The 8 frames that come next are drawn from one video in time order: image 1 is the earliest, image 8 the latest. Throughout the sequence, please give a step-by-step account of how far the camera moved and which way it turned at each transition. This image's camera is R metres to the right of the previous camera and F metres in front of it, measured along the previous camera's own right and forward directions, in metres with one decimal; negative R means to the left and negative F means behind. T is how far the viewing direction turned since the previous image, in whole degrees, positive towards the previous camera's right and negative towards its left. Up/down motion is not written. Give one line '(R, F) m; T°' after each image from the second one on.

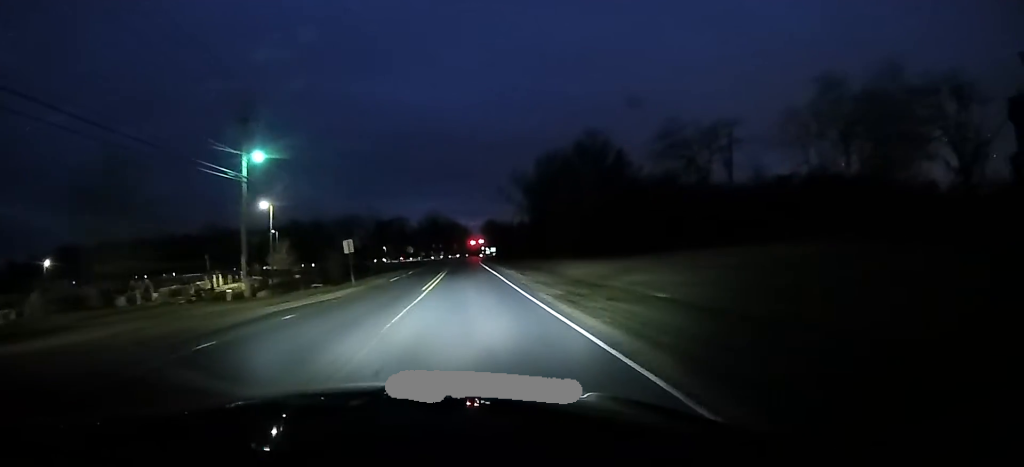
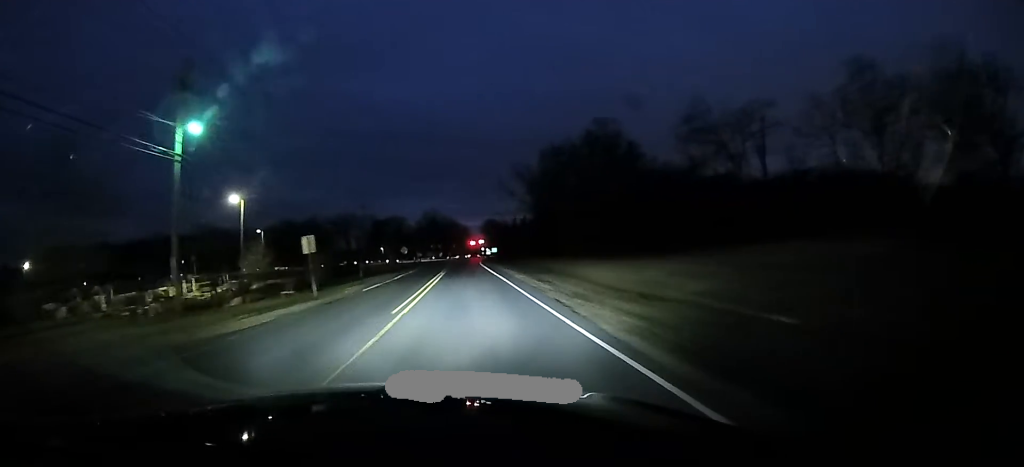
(-0.1, +7.9) m; 0°
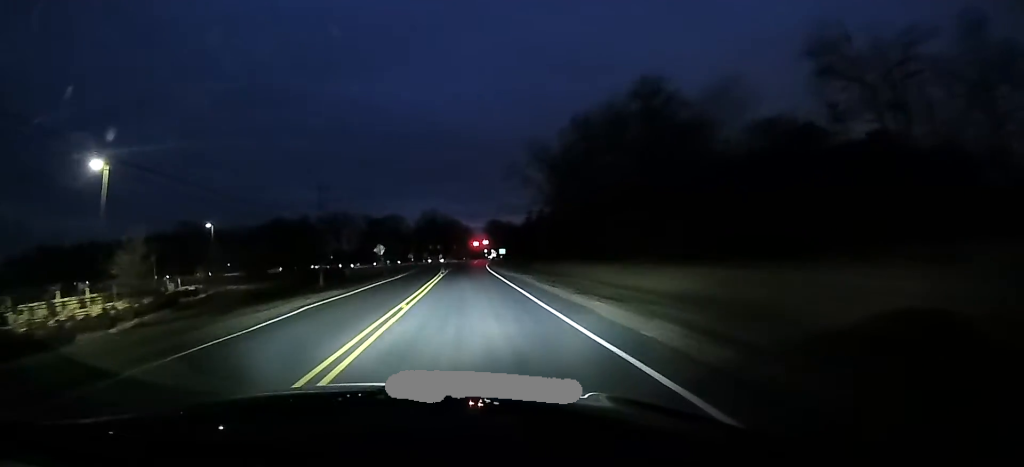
(0.0, +22.4) m; 0°
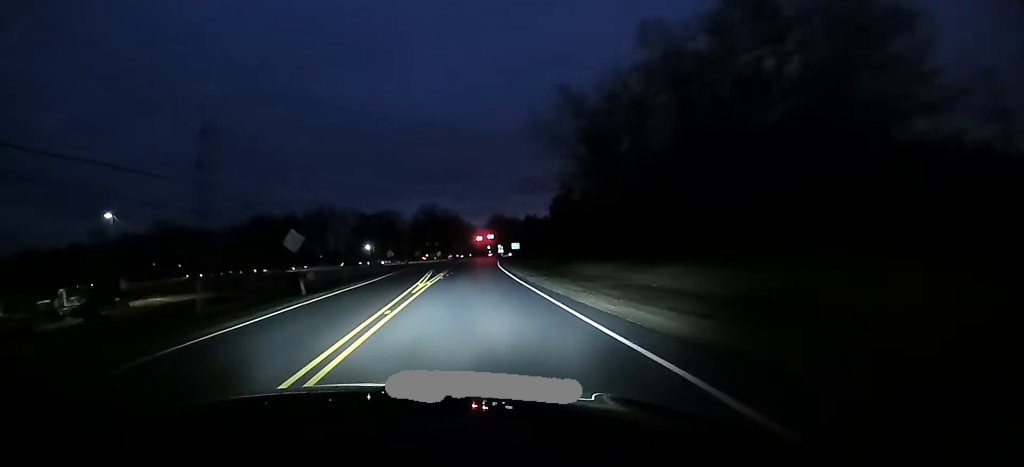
(+0.1, +26.8) m; 0°
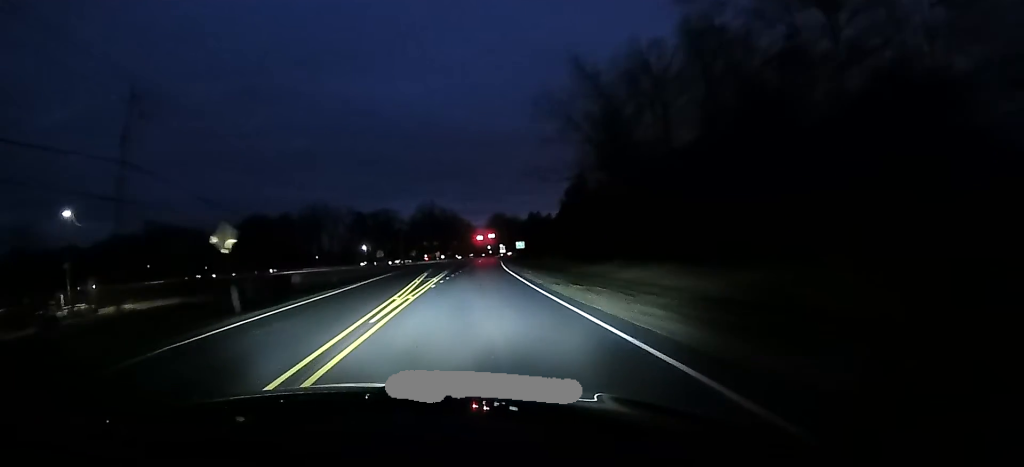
(0.0, +7.8) m; 0°
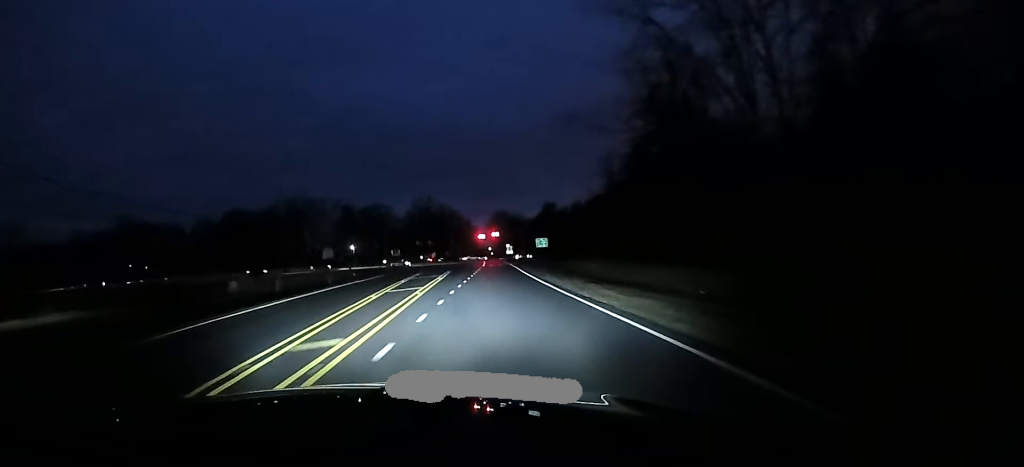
(-0.1, +22.6) m; 0°
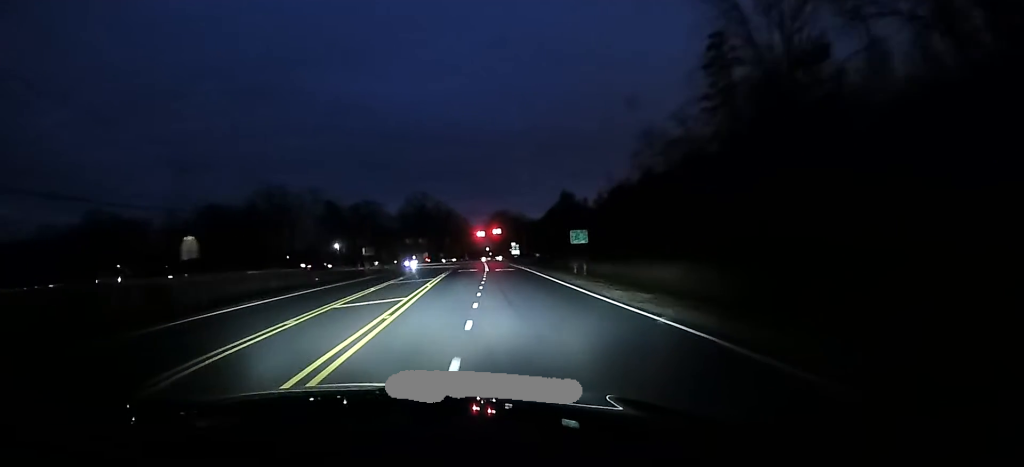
(+0.1, +19.8) m; +1°
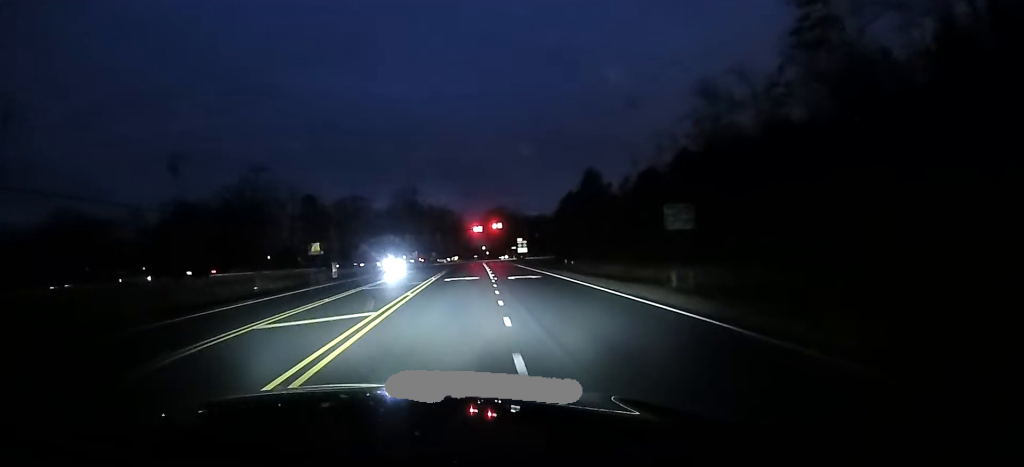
(+0.1, +19.0) m; +1°
